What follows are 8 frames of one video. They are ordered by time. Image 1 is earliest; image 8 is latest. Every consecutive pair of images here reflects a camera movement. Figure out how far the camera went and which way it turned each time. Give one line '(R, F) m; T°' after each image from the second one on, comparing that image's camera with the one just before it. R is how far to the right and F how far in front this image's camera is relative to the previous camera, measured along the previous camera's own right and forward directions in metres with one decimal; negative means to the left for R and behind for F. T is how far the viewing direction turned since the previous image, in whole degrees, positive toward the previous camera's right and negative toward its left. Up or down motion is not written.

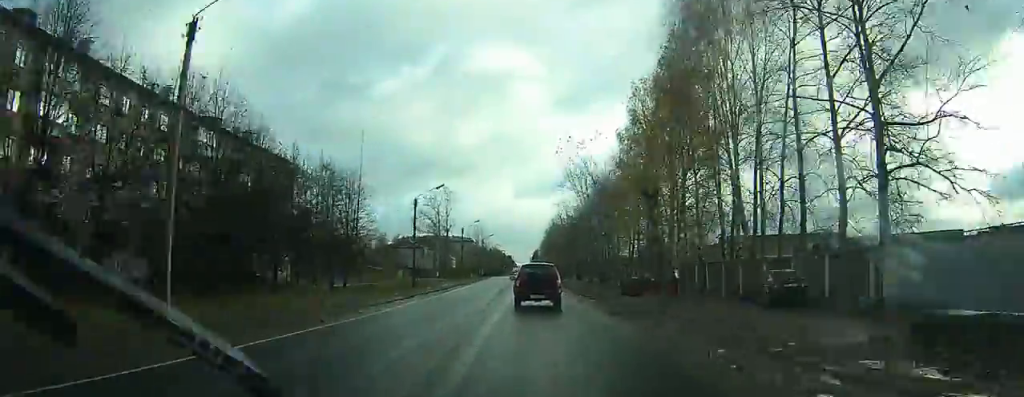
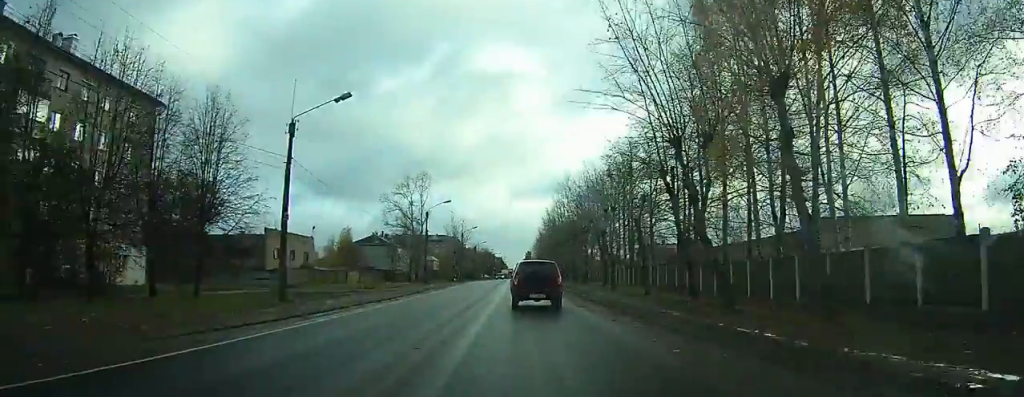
(+0.1, +30.5) m; 0°
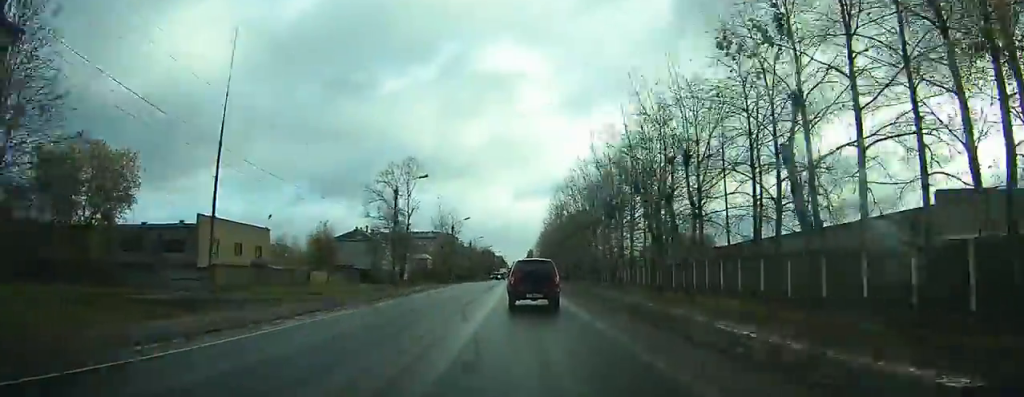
(+0.1, +18.3) m; 0°
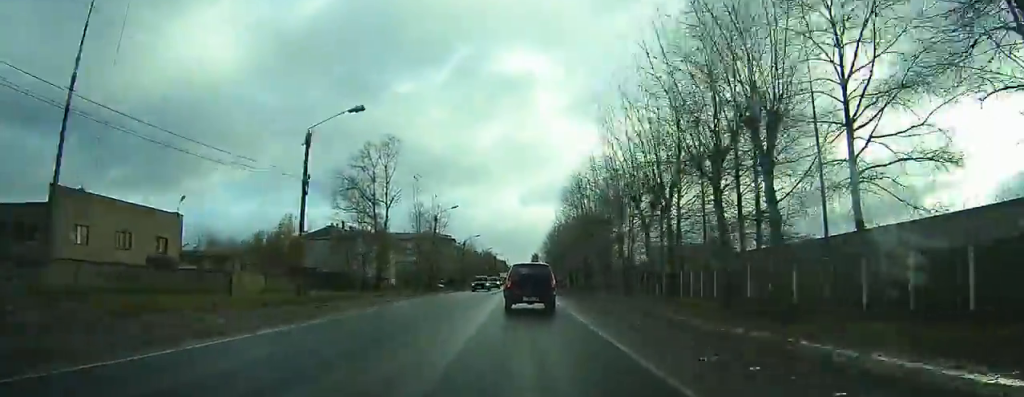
(+0.1, +23.4) m; 0°
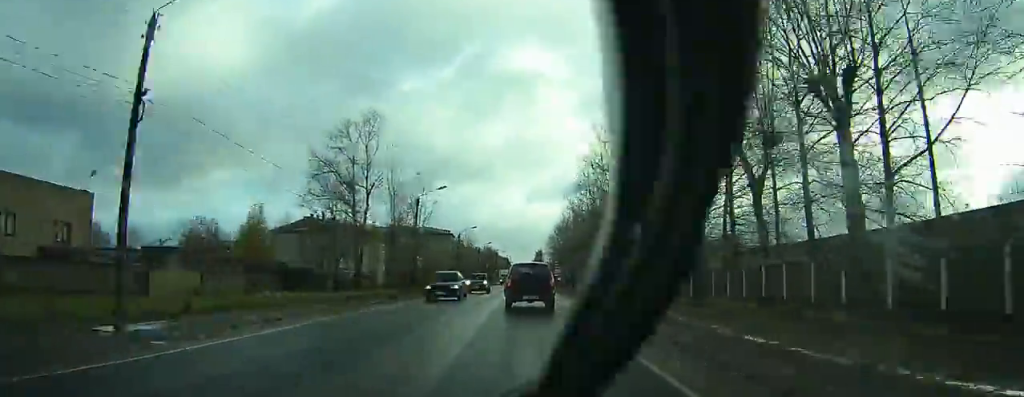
(0.0, +14.6) m; 0°
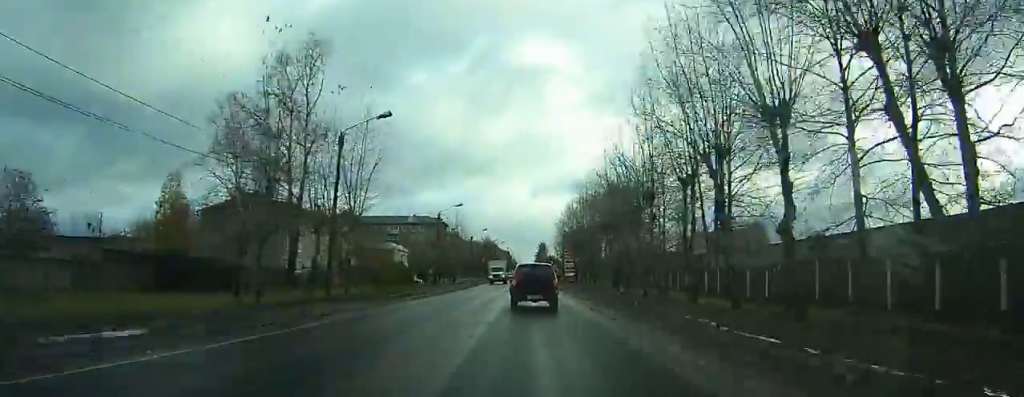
(0.0, +25.4) m; 0°
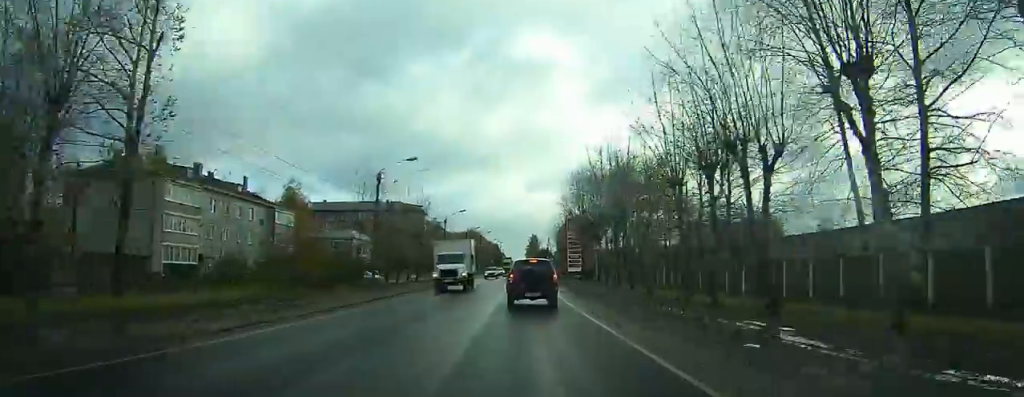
(0.0, +25.2) m; 0°
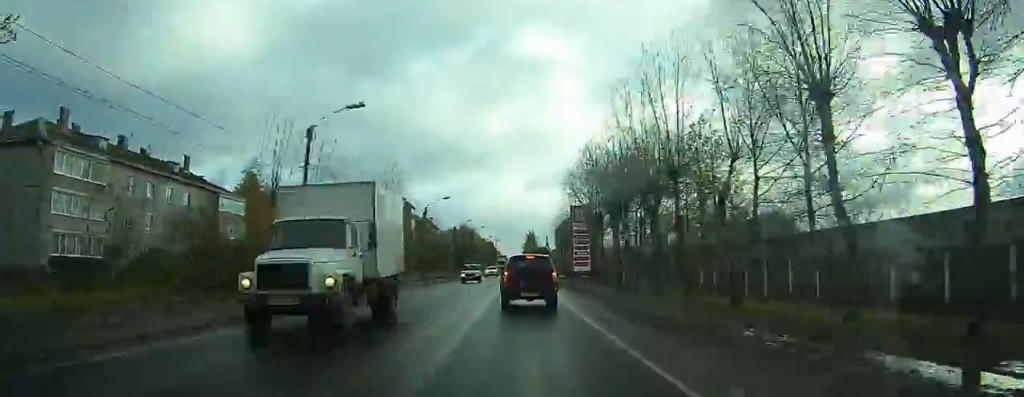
(0.0, +13.9) m; +1°
